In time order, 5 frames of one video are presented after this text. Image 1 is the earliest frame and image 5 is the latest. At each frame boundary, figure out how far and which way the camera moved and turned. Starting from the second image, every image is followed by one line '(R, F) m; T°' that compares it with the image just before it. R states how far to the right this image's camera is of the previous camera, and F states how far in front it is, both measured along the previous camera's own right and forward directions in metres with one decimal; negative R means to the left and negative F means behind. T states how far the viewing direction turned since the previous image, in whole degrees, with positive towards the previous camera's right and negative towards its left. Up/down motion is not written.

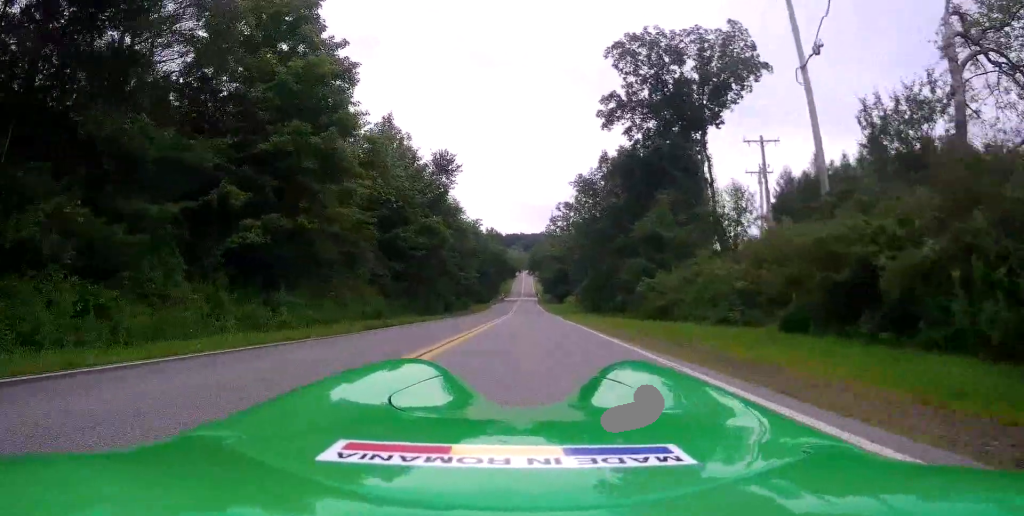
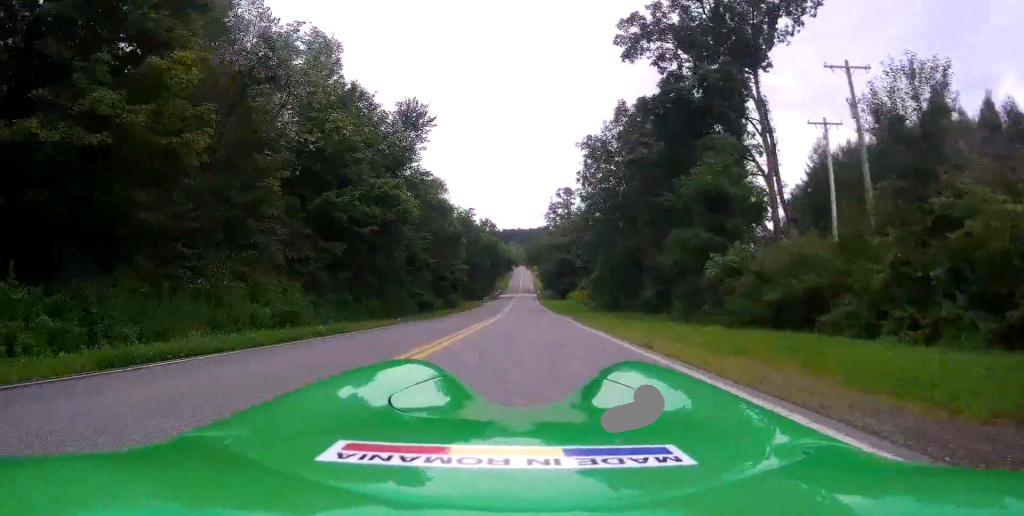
(-0.3, +11.6) m; -1°
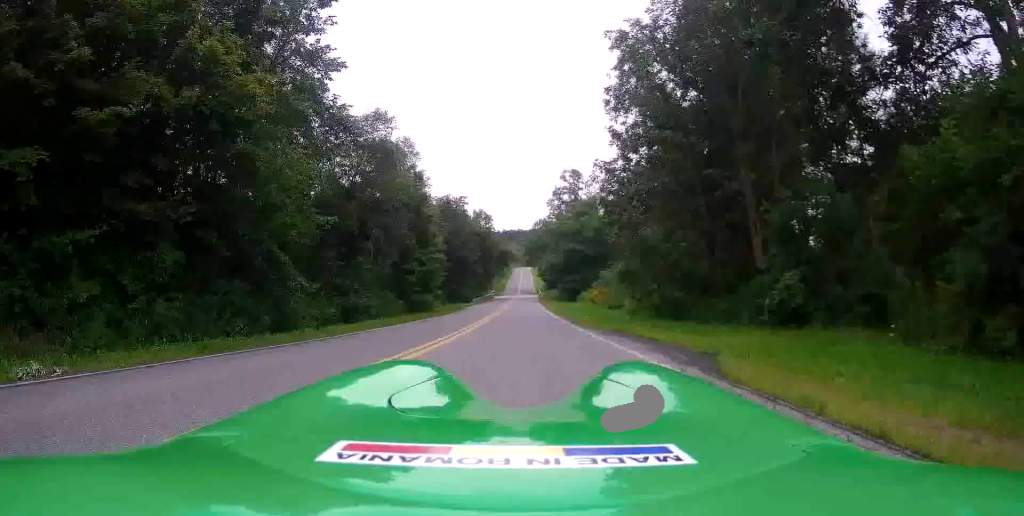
(0.0, +19.3) m; 0°
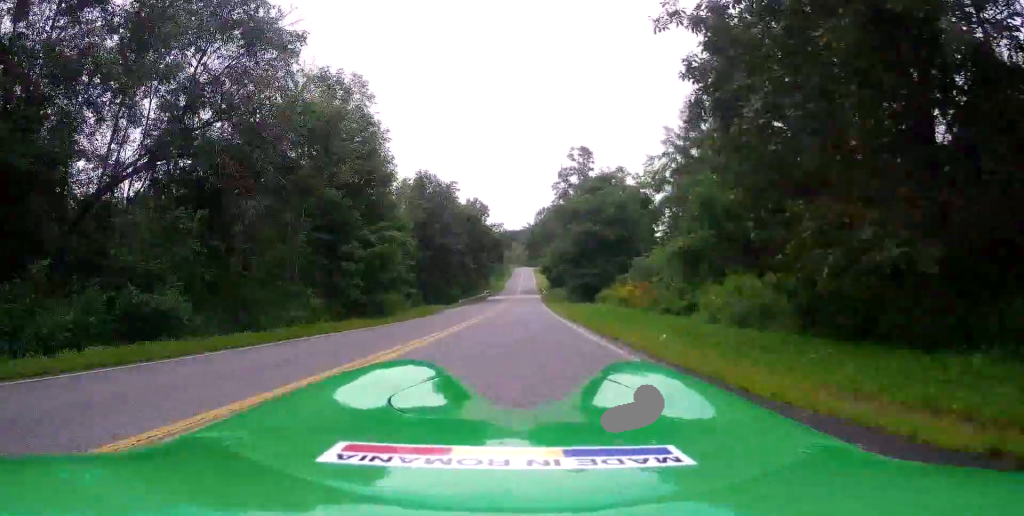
(0.0, +17.7) m; 0°
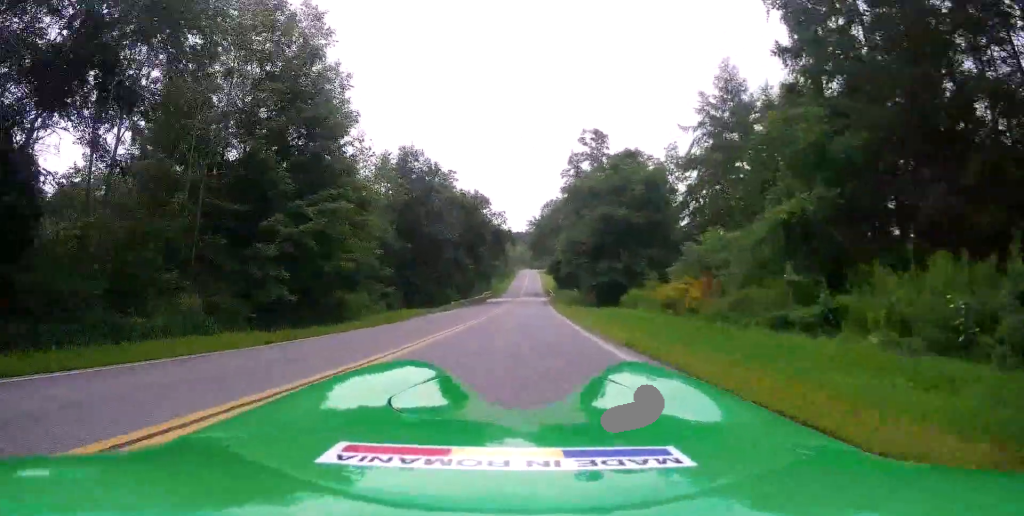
(0.0, +10.1) m; 0°
